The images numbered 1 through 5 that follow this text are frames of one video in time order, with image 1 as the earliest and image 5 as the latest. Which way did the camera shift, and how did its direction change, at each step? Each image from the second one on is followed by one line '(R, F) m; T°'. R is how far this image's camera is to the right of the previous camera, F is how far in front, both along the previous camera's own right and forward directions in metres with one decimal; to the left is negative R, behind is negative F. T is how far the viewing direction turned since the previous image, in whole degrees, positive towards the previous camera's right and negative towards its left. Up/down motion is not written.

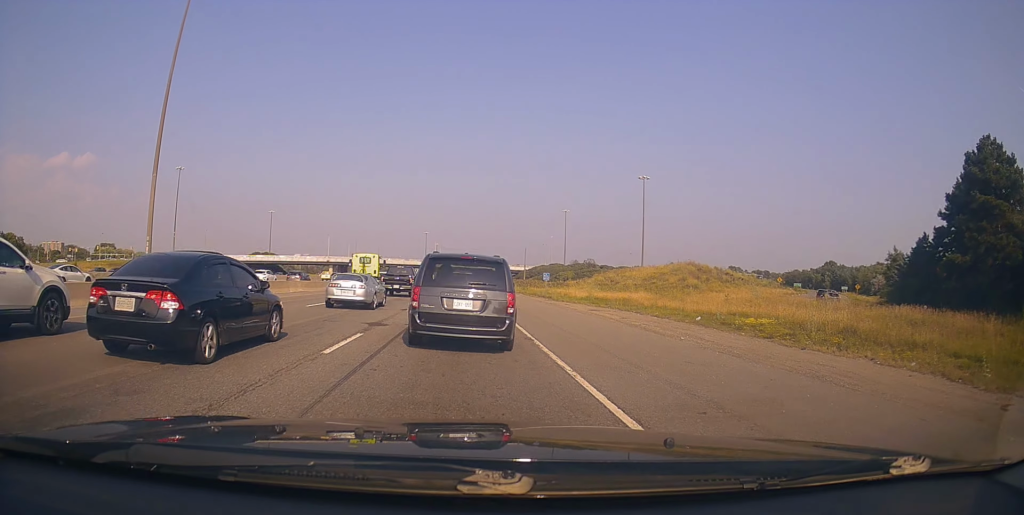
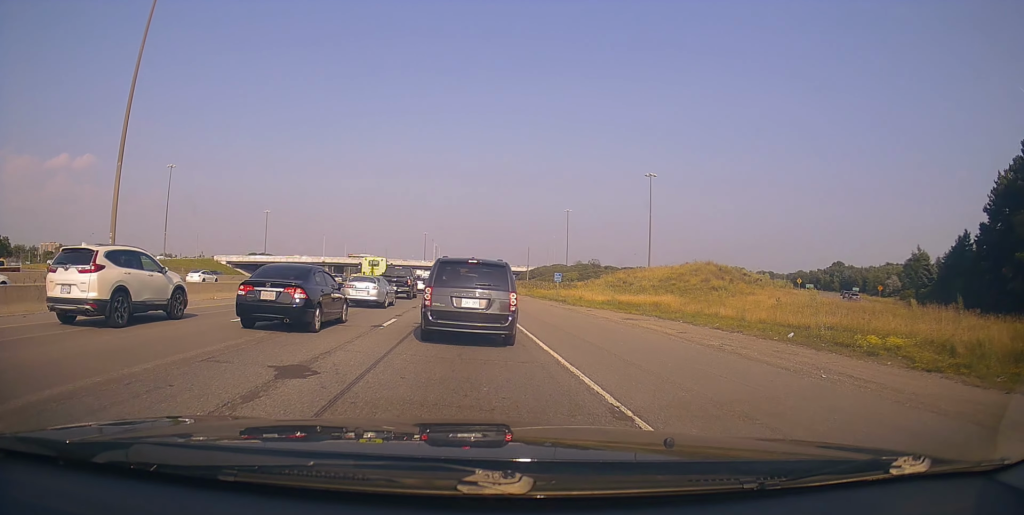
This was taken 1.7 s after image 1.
(0.0, +6.5) m; 0°
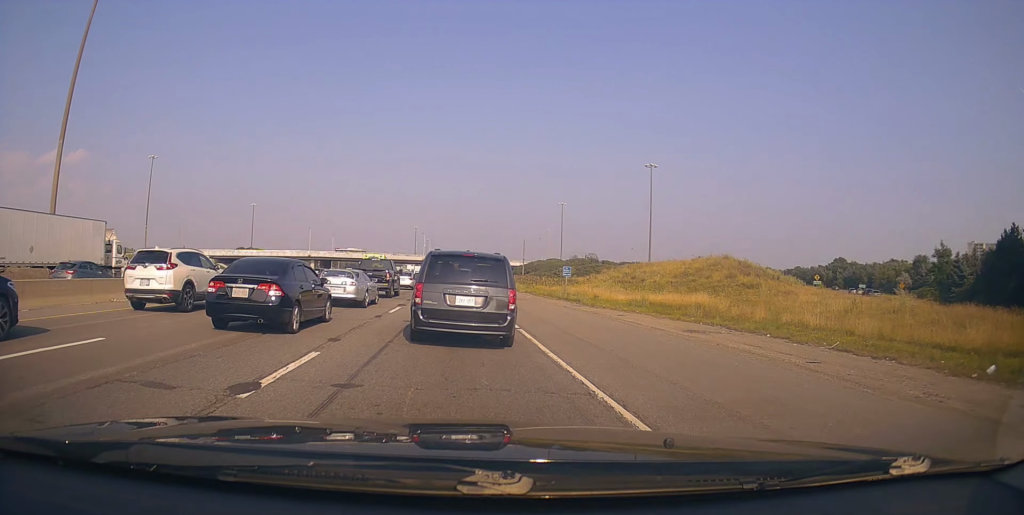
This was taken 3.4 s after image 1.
(0.0, +8.0) m; 0°
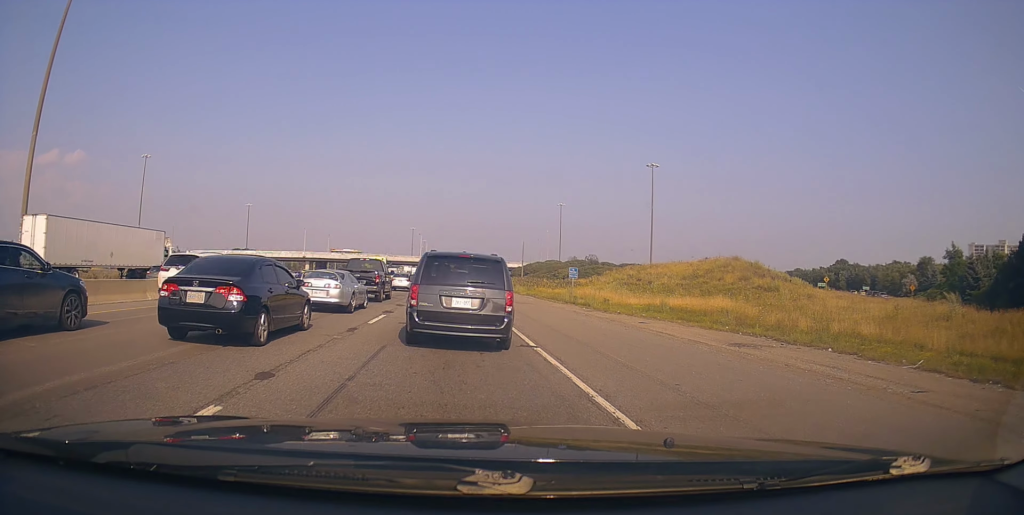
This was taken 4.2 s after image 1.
(0.0, +4.0) m; 0°
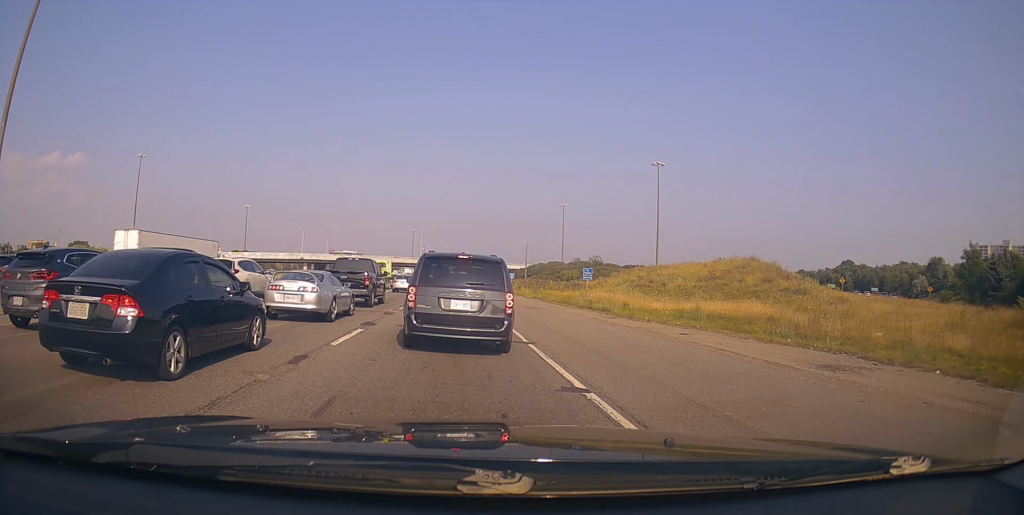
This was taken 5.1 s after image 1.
(0.0, +4.5) m; 0°
